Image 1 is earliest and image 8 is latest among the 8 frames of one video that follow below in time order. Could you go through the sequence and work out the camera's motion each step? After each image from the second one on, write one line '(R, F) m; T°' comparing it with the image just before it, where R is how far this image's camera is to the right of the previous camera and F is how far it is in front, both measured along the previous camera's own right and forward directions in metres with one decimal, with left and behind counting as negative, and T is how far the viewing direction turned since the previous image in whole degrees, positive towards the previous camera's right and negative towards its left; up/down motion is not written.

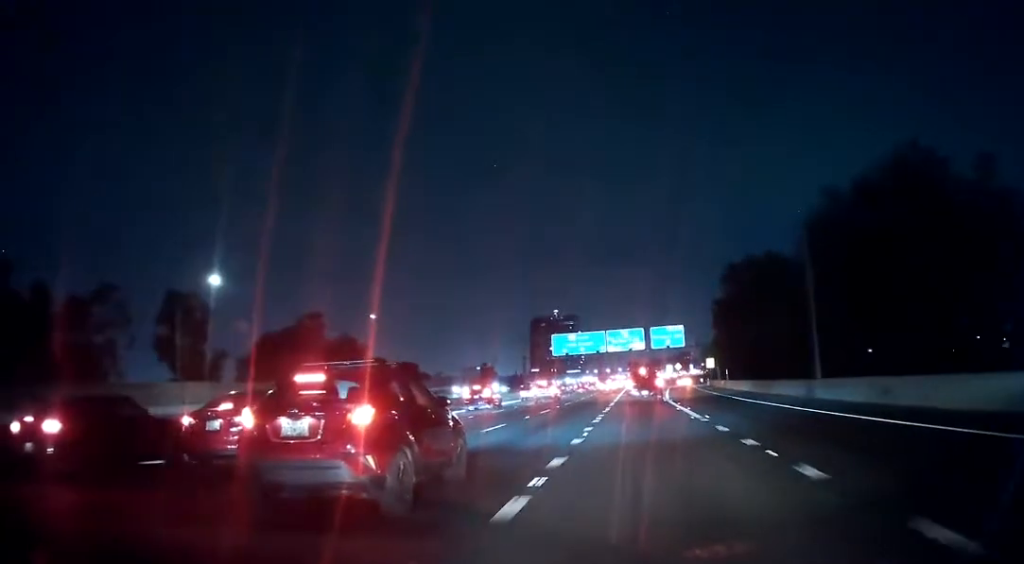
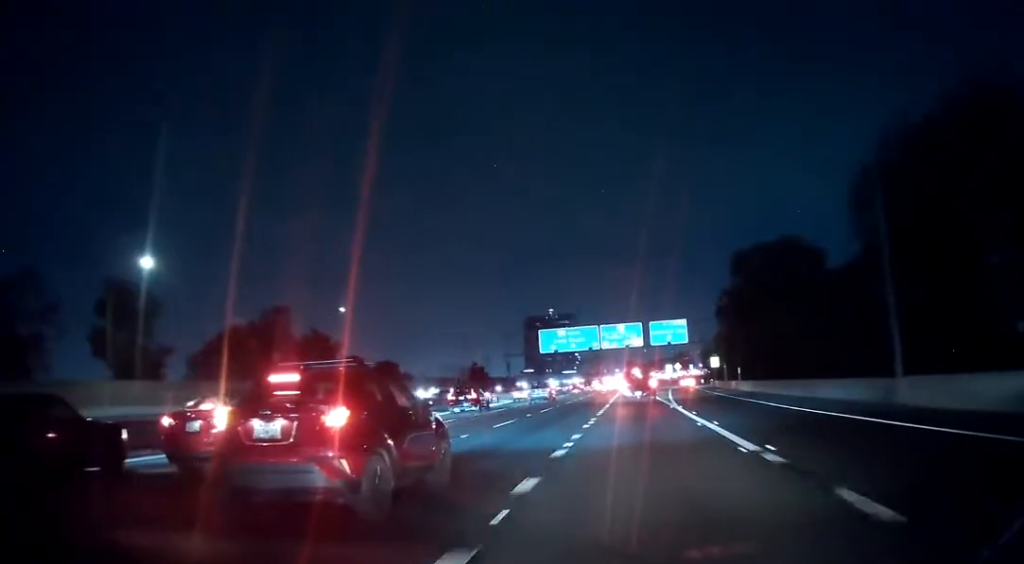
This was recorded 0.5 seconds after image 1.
(0.0, +12.5) m; 0°
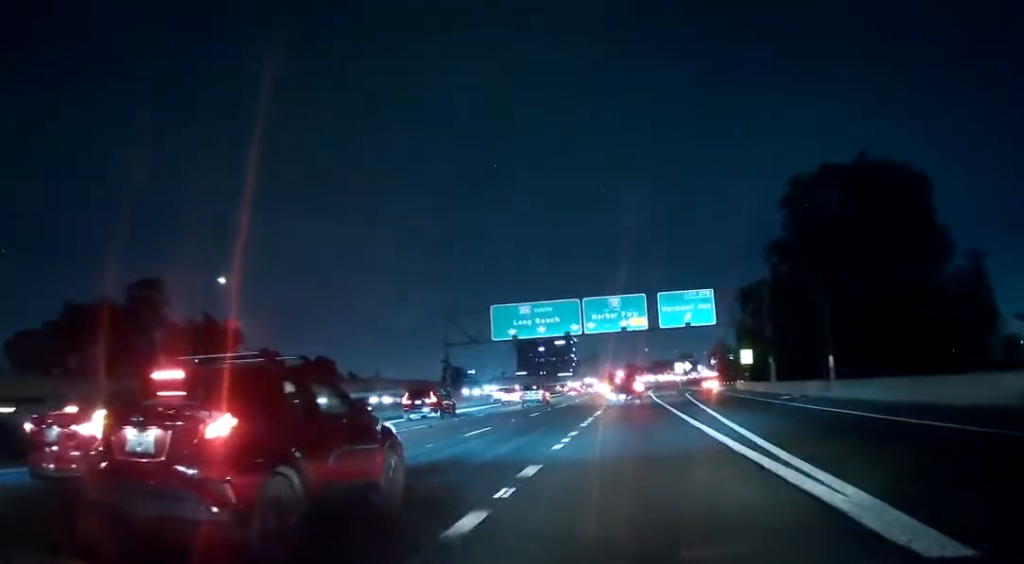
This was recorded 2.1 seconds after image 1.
(0.0, +34.3) m; 0°
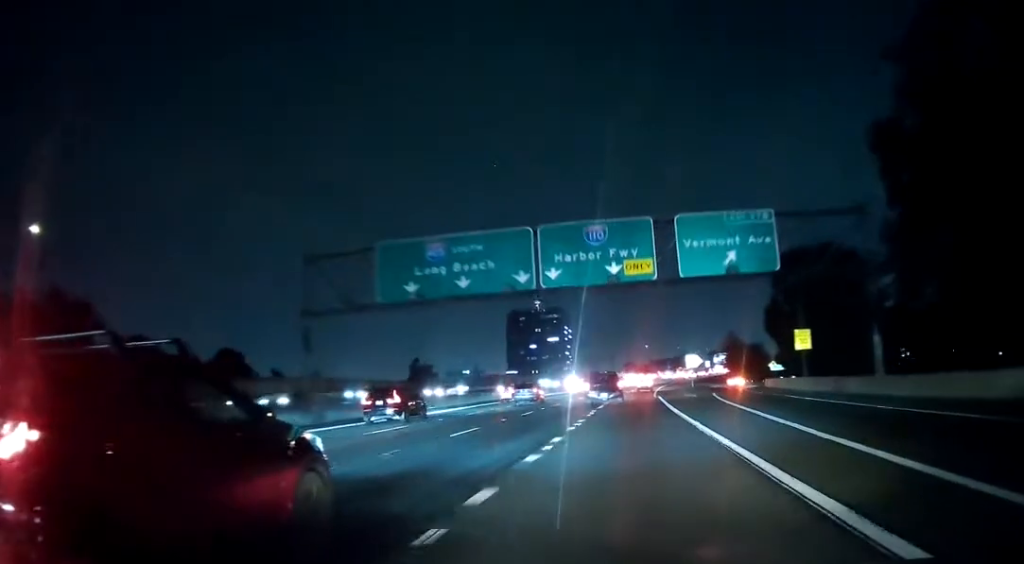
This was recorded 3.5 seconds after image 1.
(+0.2, +30.0) m; 0°
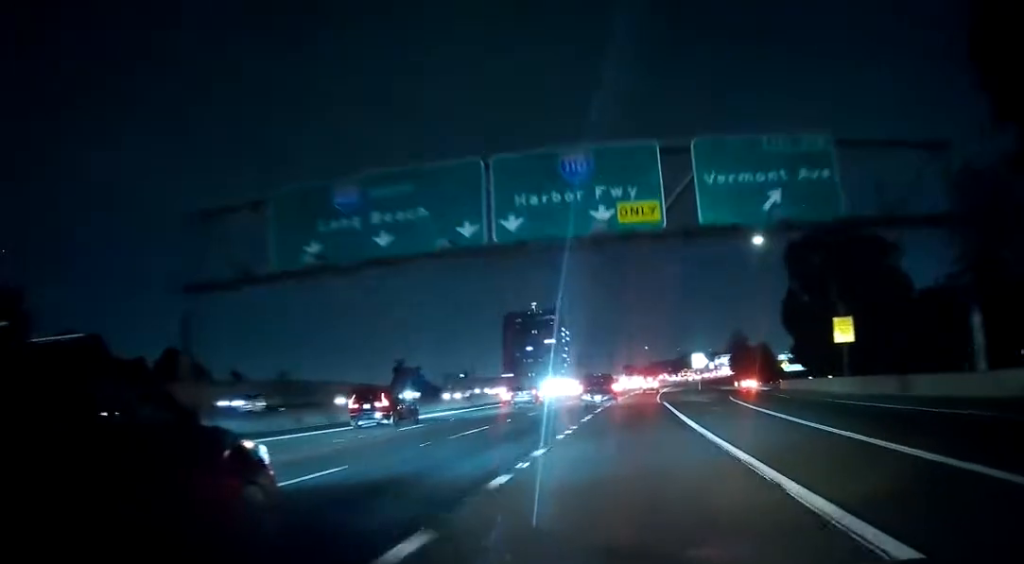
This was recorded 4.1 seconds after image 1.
(0.0, +12.2) m; 0°
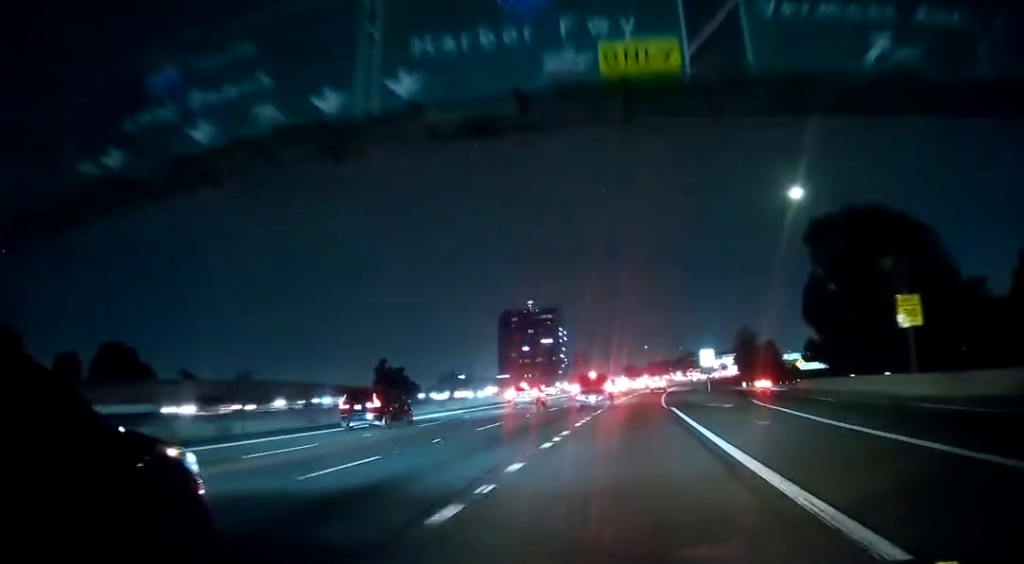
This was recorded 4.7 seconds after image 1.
(-0.1, +11.5) m; 0°
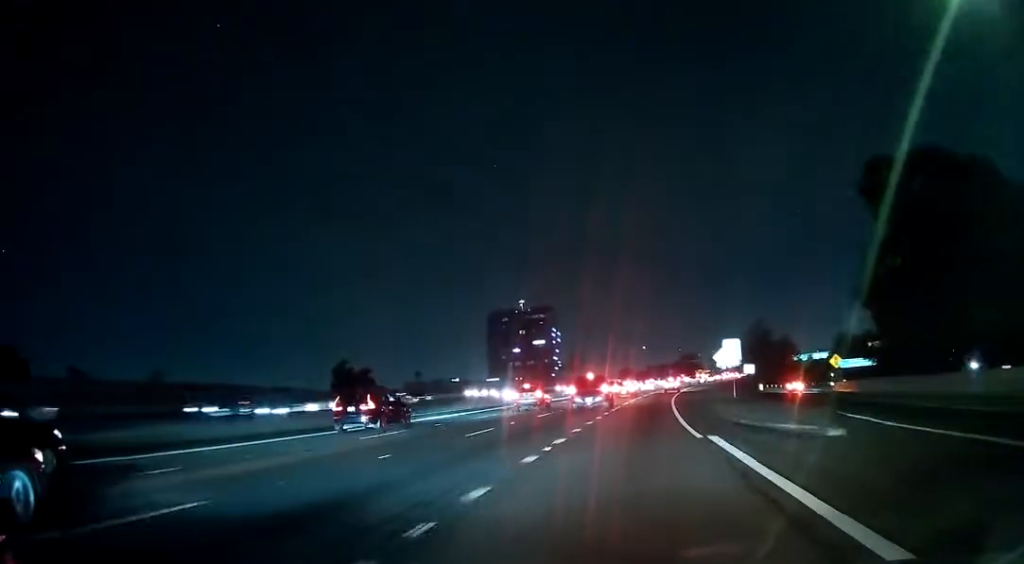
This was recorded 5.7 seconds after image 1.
(0.0, +21.0) m; +1°
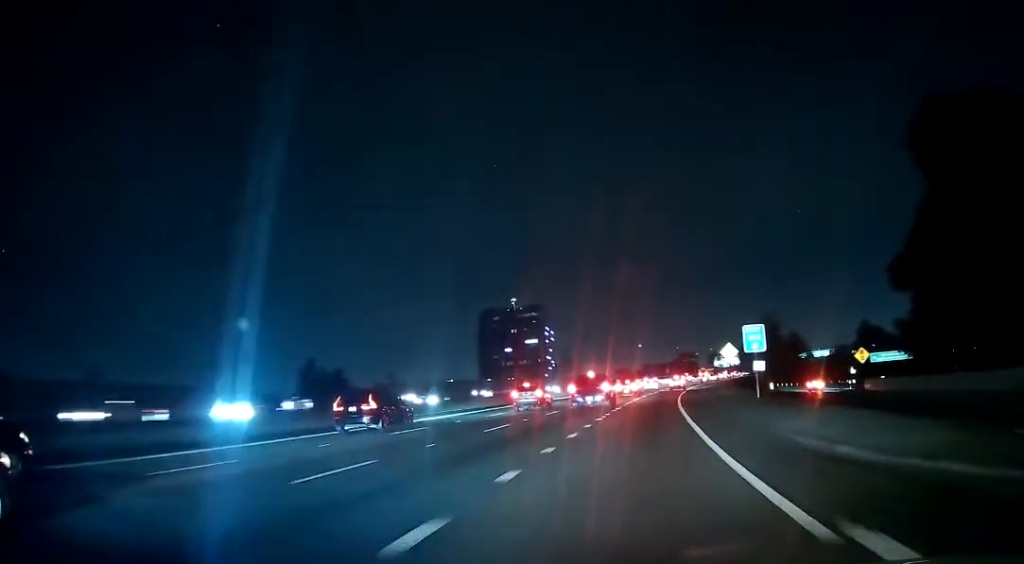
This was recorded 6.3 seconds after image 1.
(+0.3, +12.3) m; +1°
